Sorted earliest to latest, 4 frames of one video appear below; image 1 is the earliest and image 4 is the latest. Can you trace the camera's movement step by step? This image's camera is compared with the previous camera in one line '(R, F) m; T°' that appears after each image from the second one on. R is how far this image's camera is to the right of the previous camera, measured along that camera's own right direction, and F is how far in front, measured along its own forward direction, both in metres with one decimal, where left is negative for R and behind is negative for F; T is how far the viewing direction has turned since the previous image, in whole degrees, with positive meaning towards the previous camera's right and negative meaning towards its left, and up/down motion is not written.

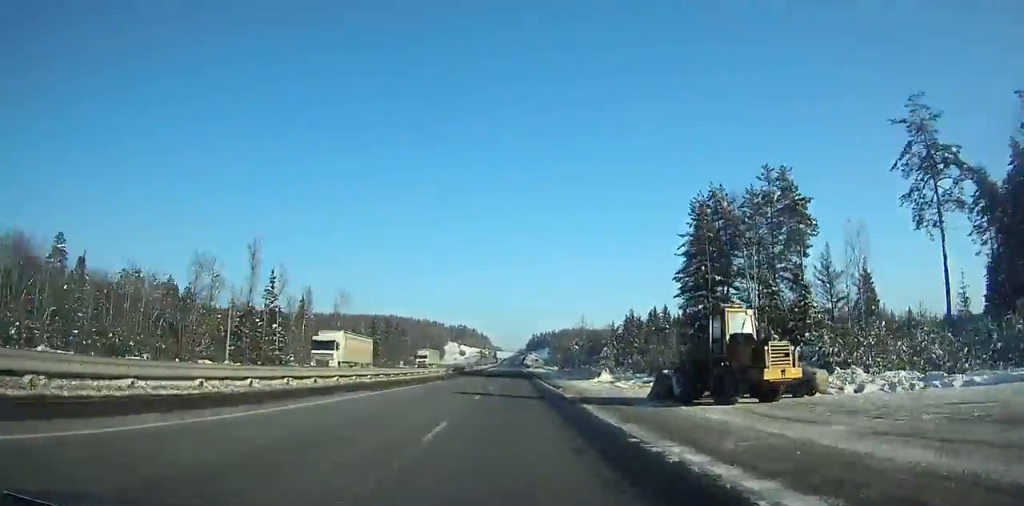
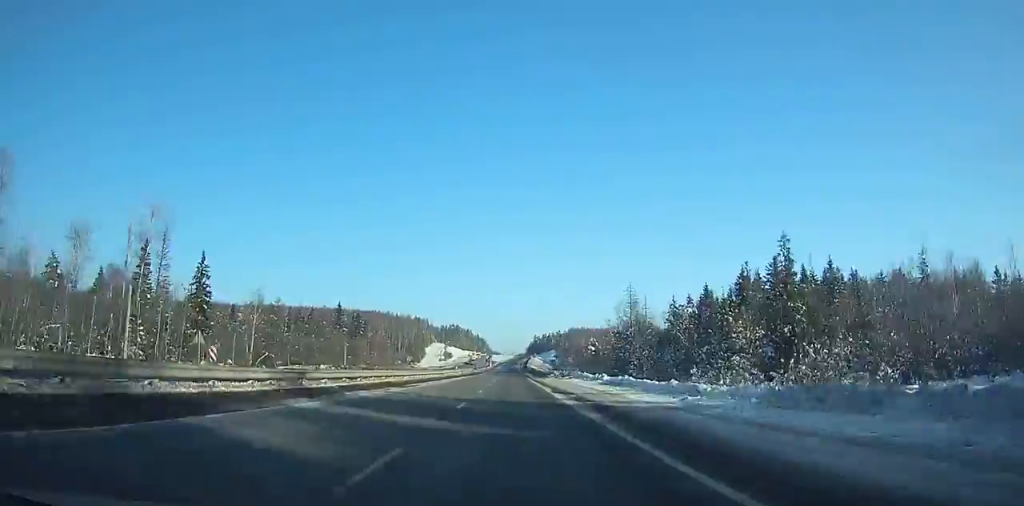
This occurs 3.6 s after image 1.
(+0.3, +98.4) m; 0°
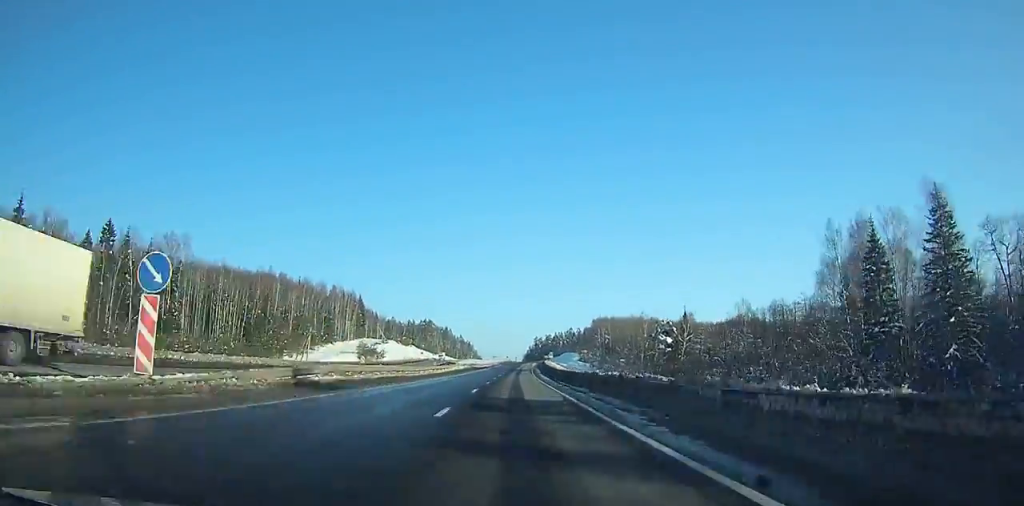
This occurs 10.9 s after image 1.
(+1.1, +196.0) m; +1°
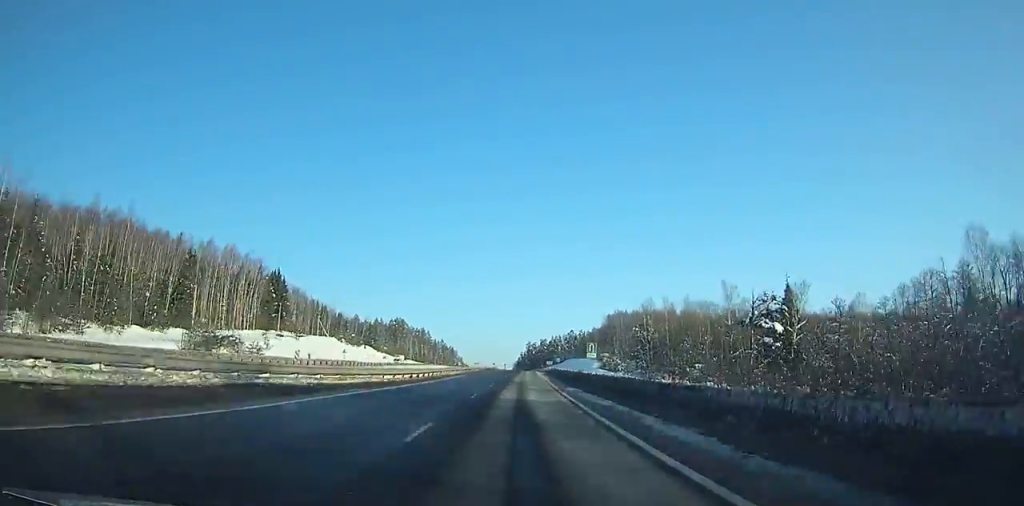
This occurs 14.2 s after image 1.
(+0.9, +87.7) m; +1°
